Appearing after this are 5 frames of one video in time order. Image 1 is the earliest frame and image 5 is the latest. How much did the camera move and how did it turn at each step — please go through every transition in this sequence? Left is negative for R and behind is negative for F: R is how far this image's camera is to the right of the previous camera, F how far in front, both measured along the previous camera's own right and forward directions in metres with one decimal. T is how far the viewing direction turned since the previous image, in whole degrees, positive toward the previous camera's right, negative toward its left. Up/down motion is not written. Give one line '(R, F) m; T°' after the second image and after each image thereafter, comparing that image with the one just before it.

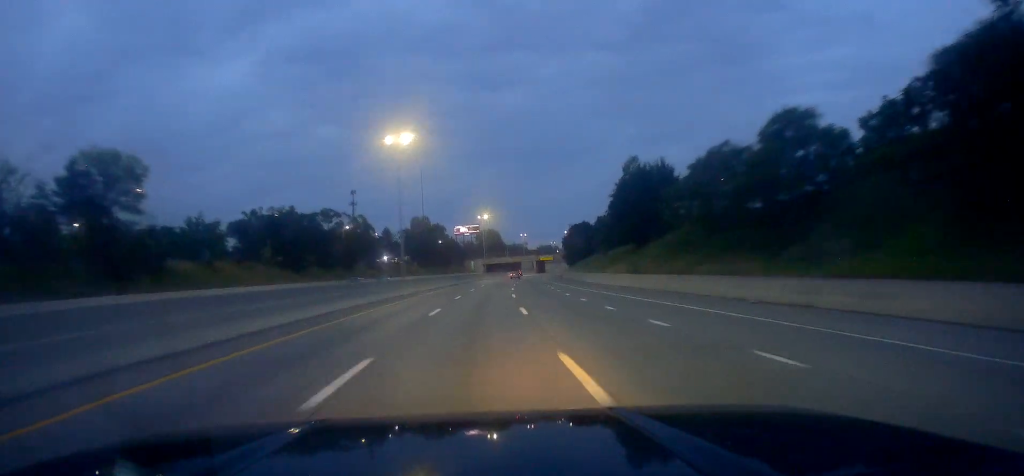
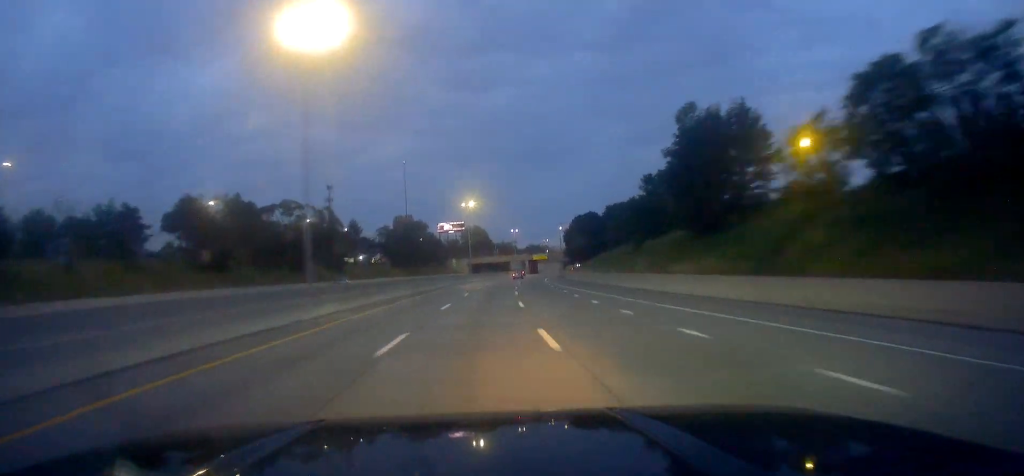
(+0.3, +25.3) m; +2°
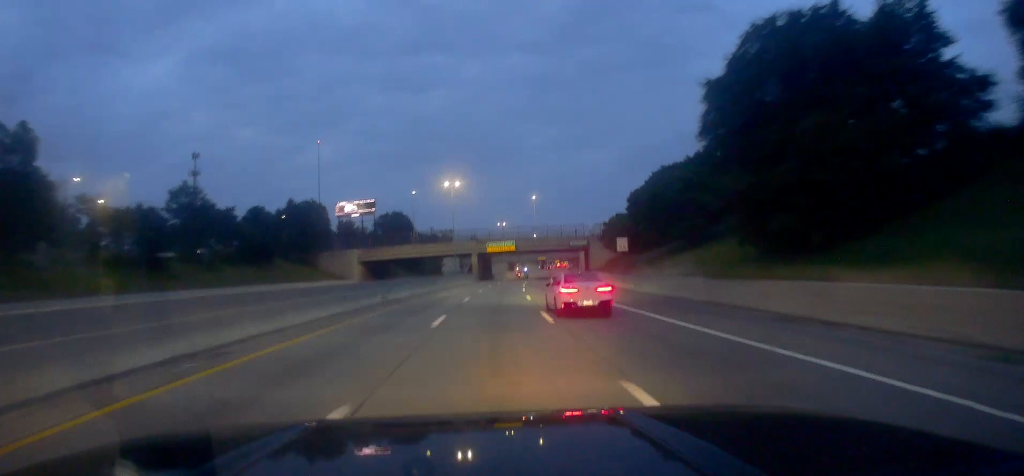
(+5.6, +98.7) m; +7°
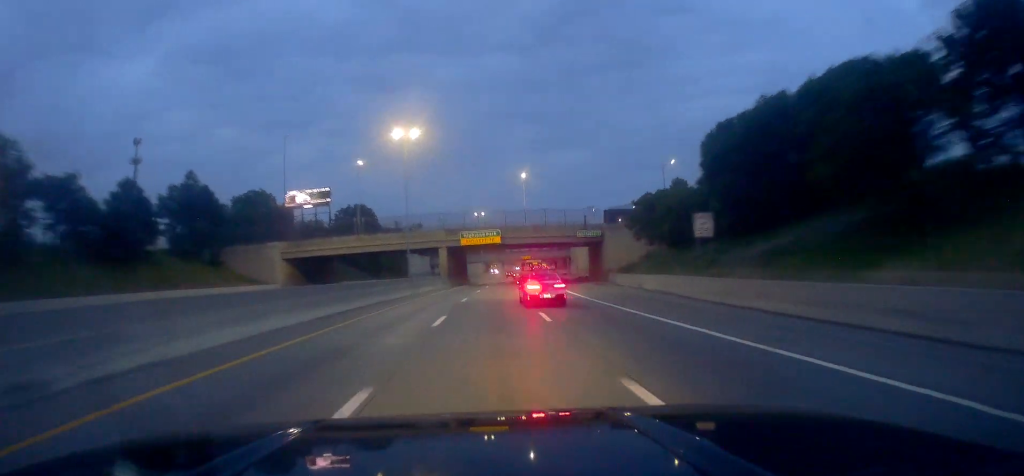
(+0.5, +29.9) m; +2°
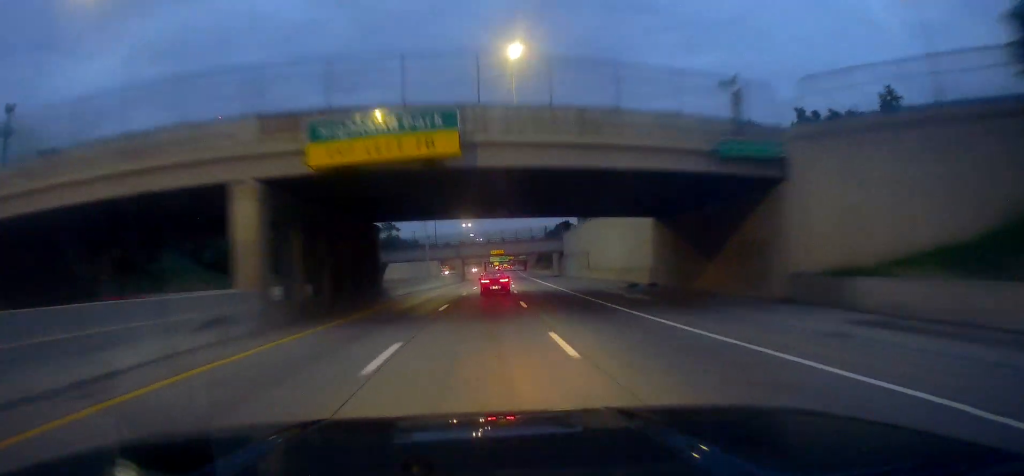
(+1.7, +53.6) m; +4°
